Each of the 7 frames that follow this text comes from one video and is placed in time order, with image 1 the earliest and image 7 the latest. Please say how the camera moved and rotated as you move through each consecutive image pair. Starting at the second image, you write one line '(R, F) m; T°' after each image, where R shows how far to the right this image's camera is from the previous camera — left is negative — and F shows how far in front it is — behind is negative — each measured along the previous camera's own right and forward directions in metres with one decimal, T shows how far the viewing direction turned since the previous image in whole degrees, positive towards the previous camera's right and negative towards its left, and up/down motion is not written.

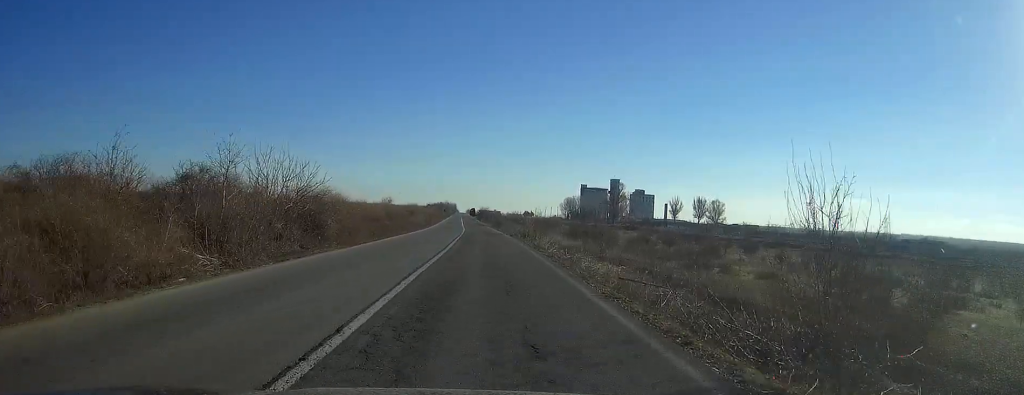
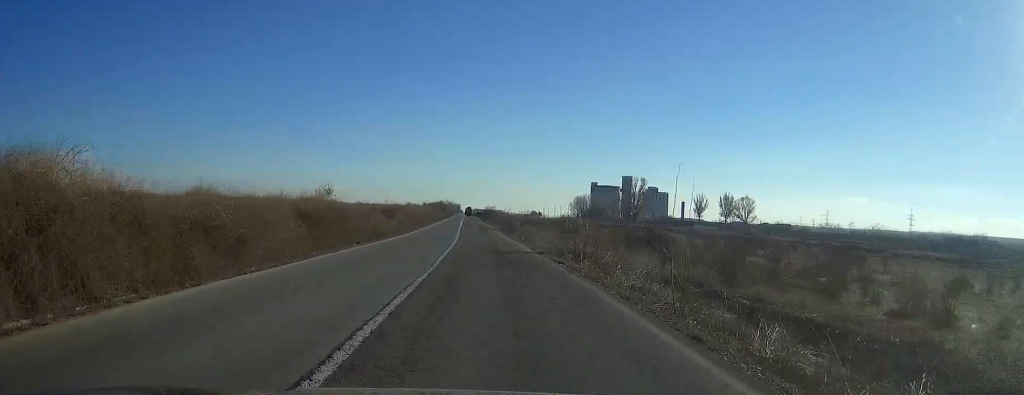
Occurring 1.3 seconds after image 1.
(0.0, +34.9) m; 0°
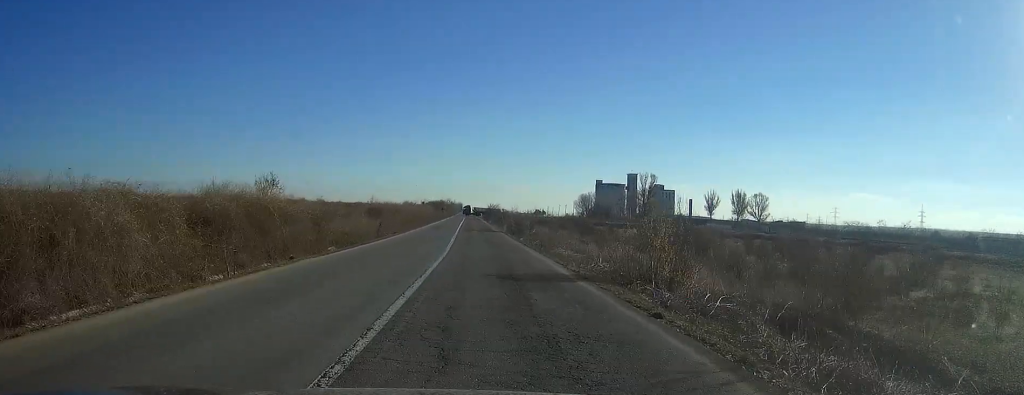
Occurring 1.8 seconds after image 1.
(0.0, +13.4) m; 0°
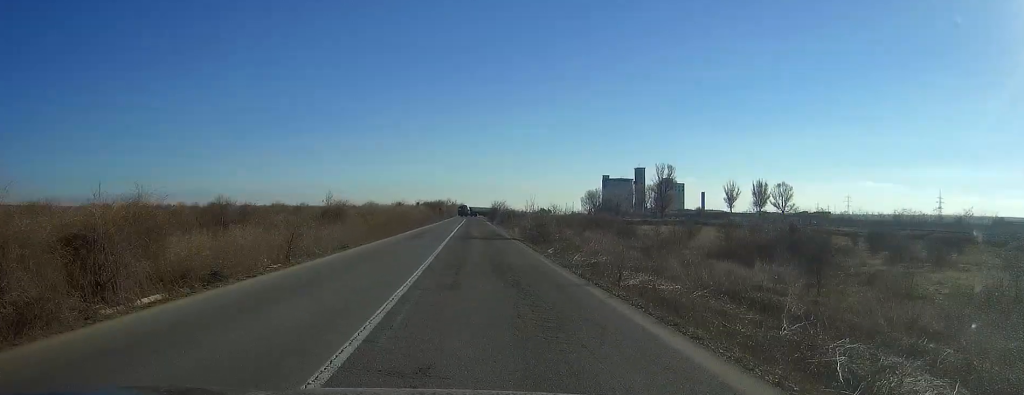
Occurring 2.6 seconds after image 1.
(0.0, +22.4) m; 0°
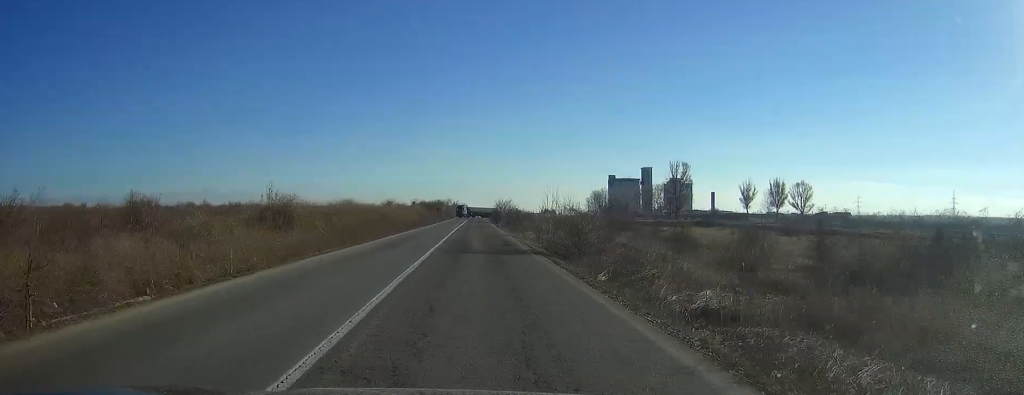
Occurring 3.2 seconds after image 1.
(0.0, +16.1) m; 0°
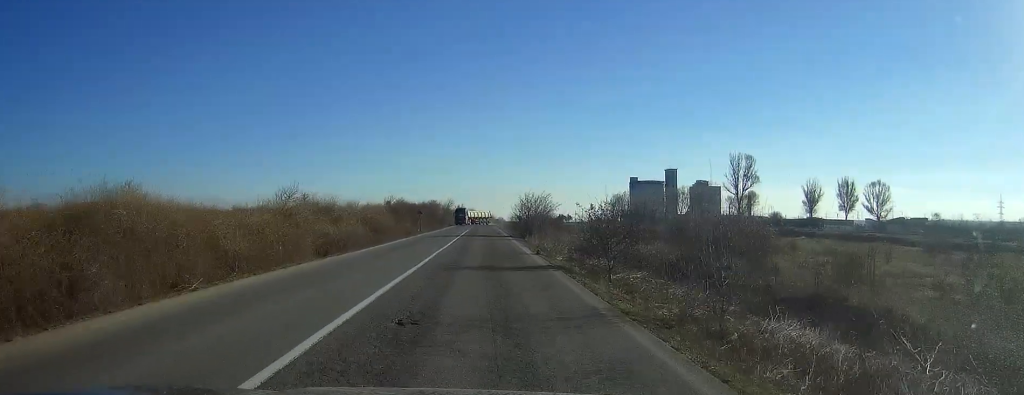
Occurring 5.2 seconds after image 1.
(0.0, +52.8) m; 0°
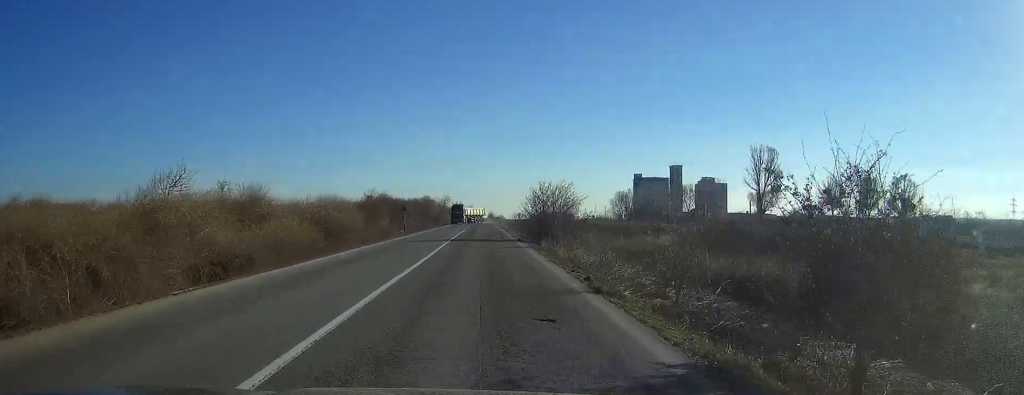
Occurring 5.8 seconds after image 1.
(0.0, +16.1) m; 0°
